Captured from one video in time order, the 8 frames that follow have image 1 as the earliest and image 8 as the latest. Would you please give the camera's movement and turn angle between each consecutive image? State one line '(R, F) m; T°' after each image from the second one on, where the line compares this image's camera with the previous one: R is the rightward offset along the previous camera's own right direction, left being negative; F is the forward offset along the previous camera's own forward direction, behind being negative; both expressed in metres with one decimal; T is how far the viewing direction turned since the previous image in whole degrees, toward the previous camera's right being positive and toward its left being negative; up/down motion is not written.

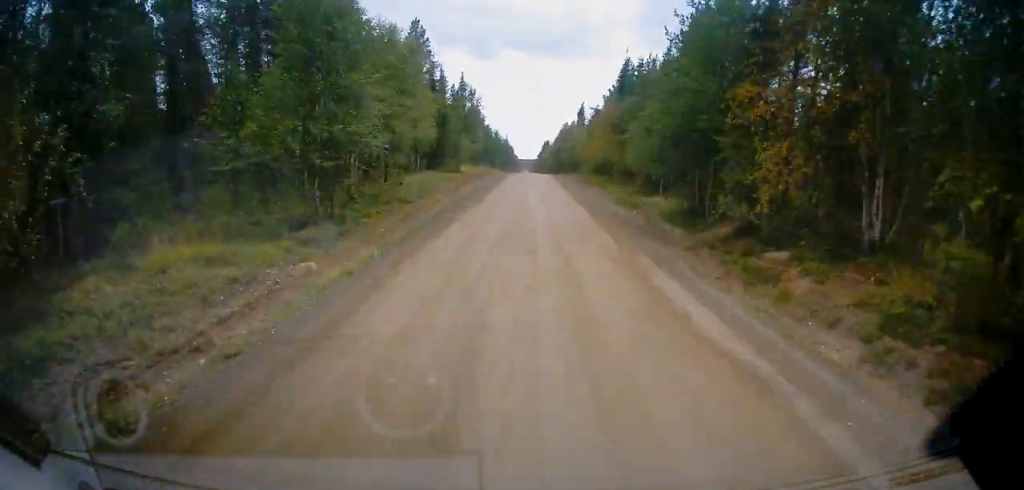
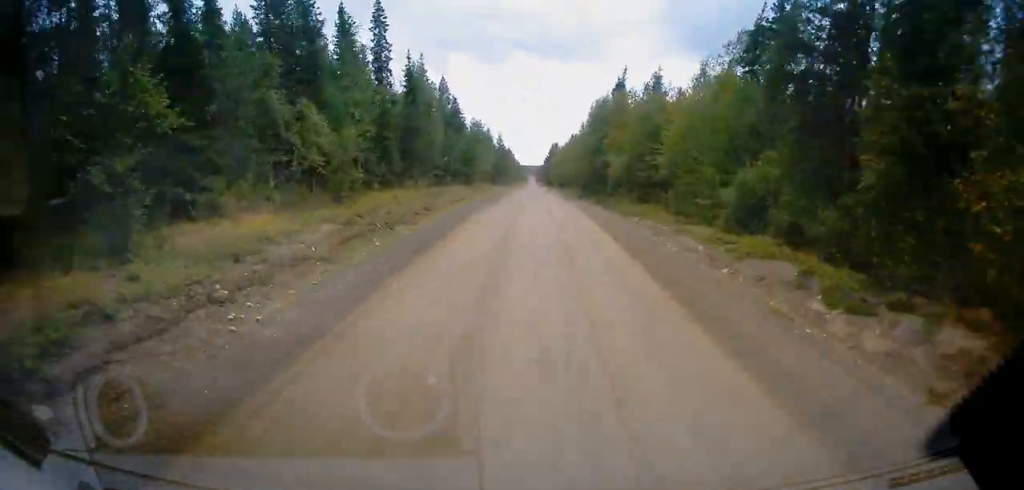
(-0.5, +55.0) m; -1°
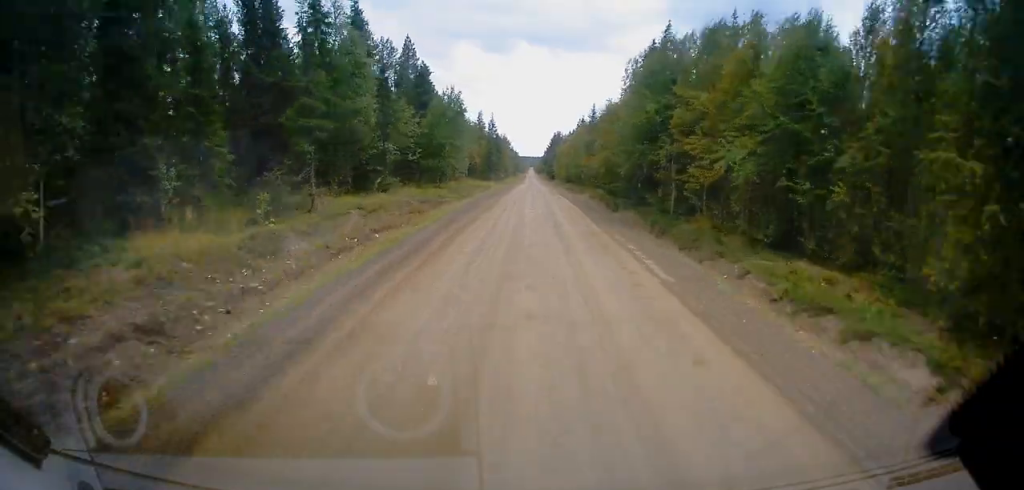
(0.0, +21.9) m; 0°
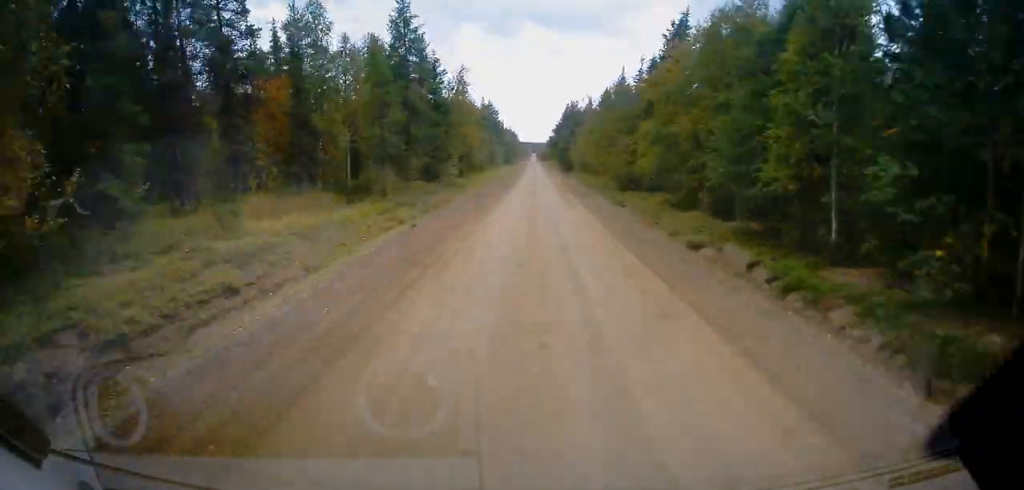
(+0.6, +61.4) m; +3°
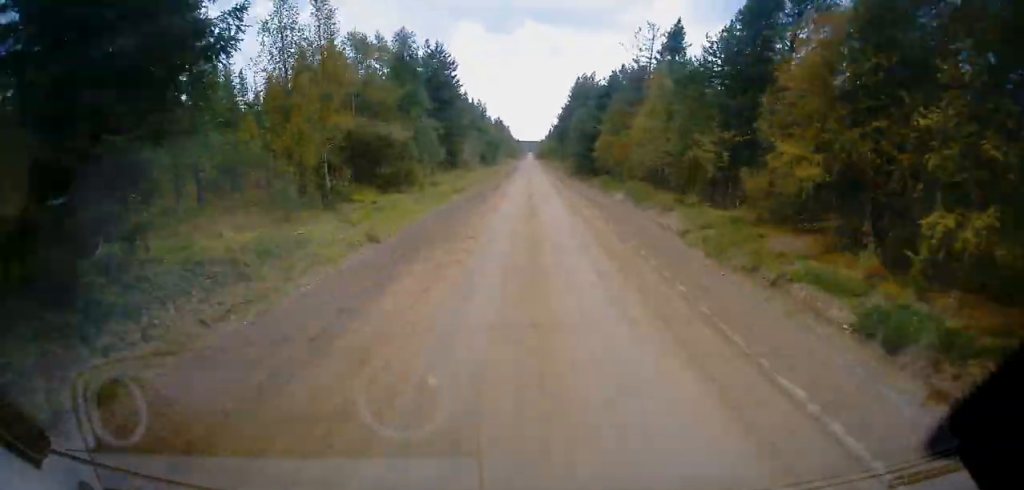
(+1.3, +46.1) m; 0°
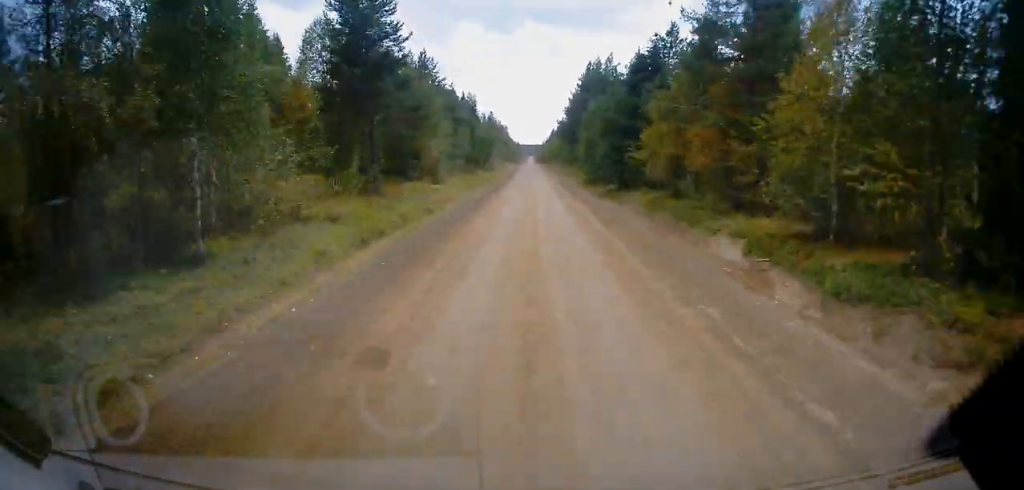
(+1.3, +20.4) m; -1°
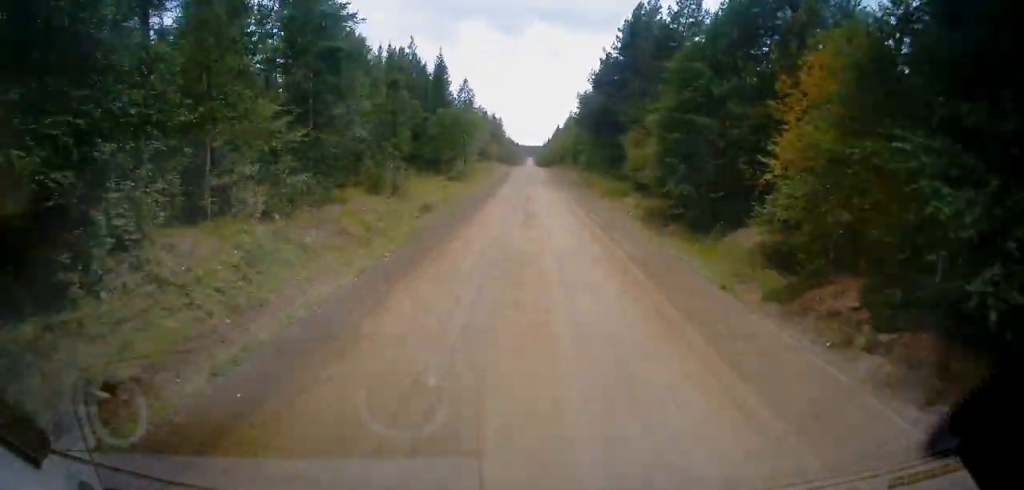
(-2.4, +35.9) m; -2°
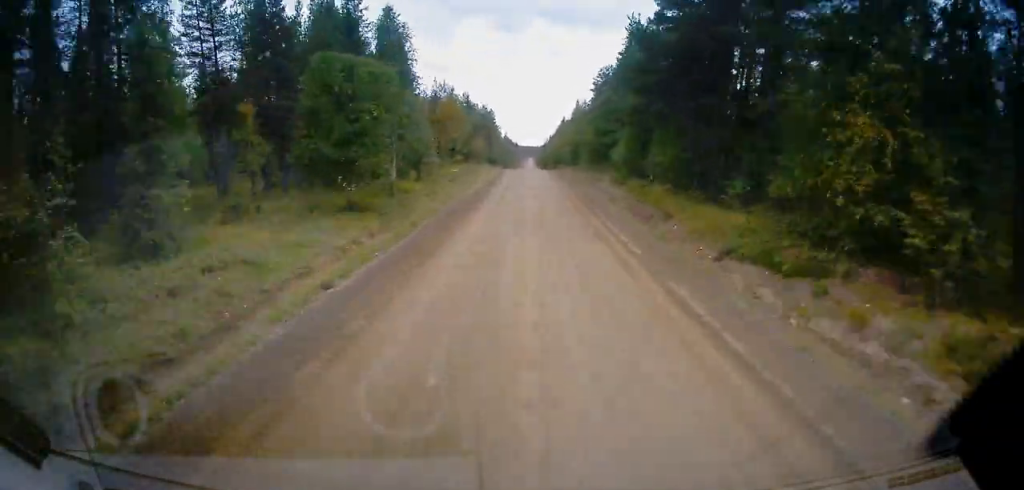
(-0.9, +27.5) m; -1°
